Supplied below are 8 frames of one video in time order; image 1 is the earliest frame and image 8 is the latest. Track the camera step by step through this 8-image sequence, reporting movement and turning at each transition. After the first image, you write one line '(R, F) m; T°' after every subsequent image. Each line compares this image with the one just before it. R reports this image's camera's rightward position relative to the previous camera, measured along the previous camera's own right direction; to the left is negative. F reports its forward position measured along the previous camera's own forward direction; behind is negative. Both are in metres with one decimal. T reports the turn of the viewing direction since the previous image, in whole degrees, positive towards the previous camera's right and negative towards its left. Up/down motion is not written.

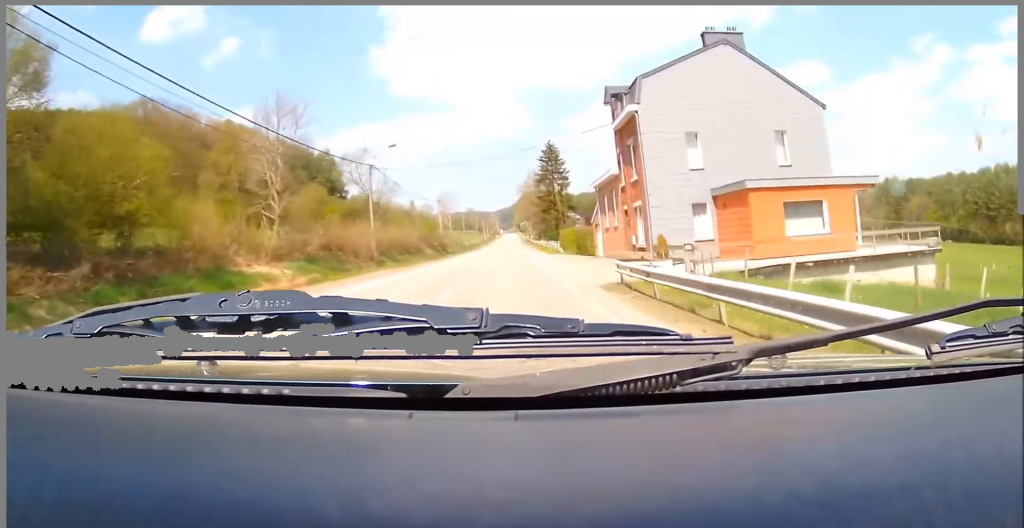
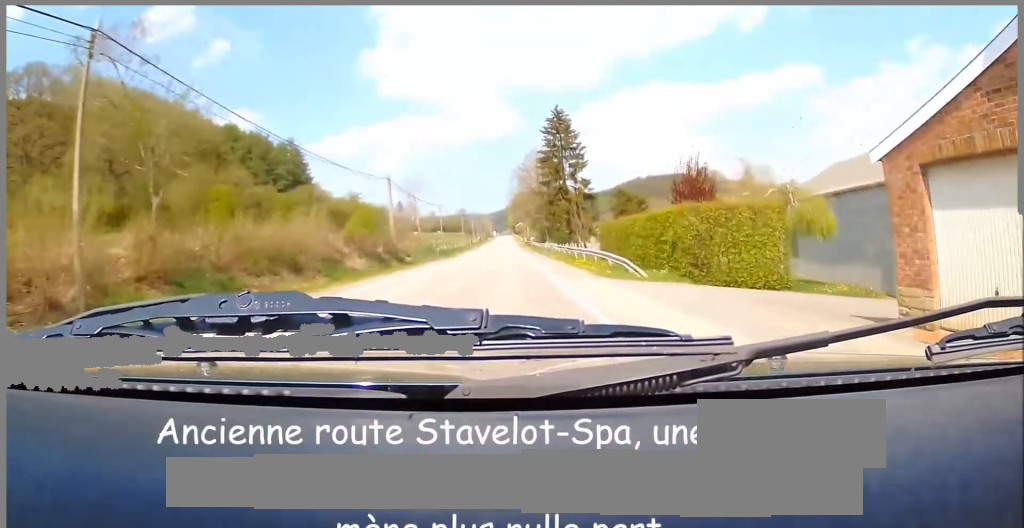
(+1.2, +36.7) m; +2°
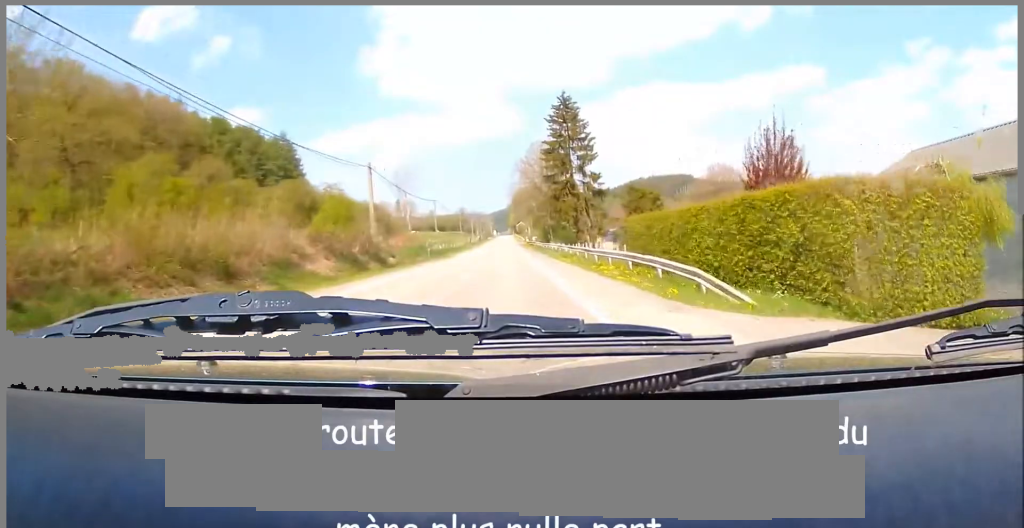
(0.0, +9.2) m; 0°
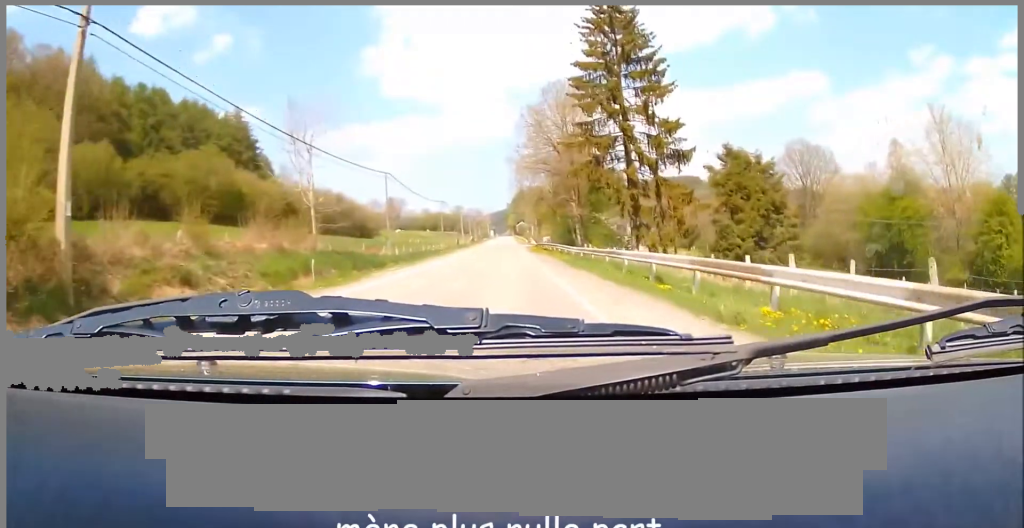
(+0.4, +38.3) m; 0°
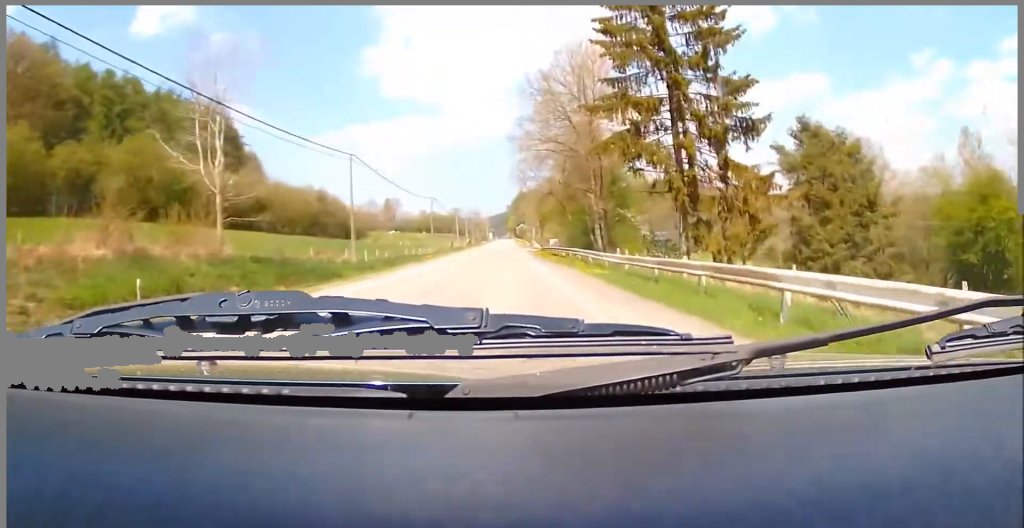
(0.0, +13.1) m; -1°
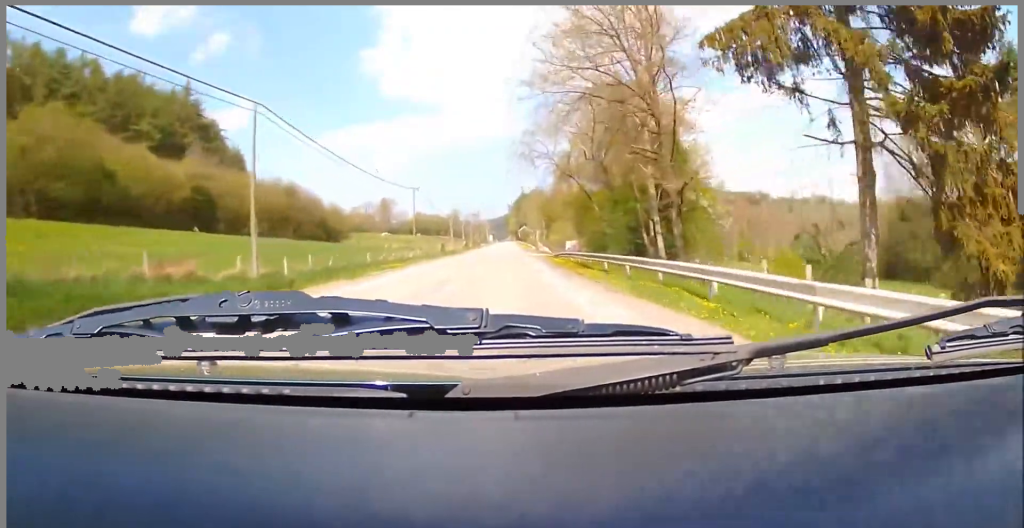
(-0.5, +17.6) m; -1°
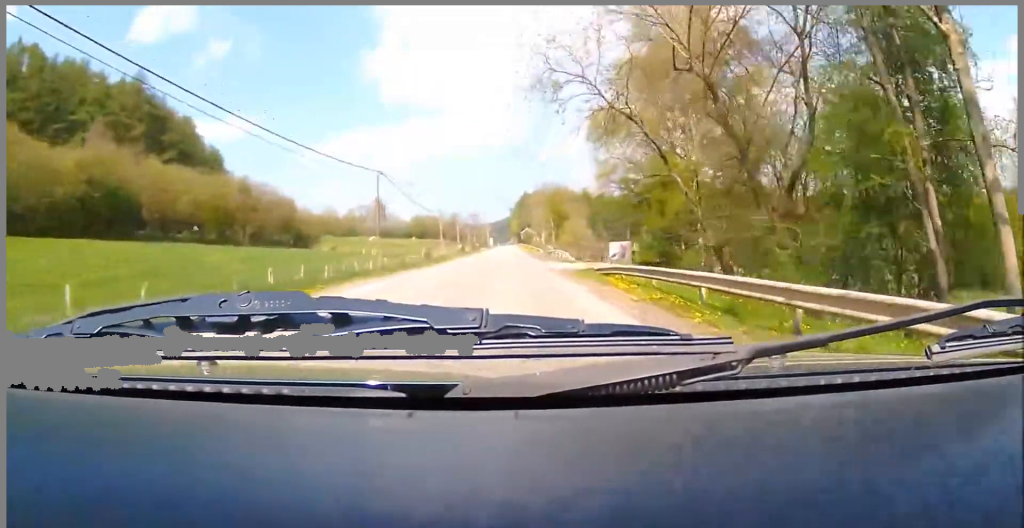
(+0.2, +20.2) m; +1°
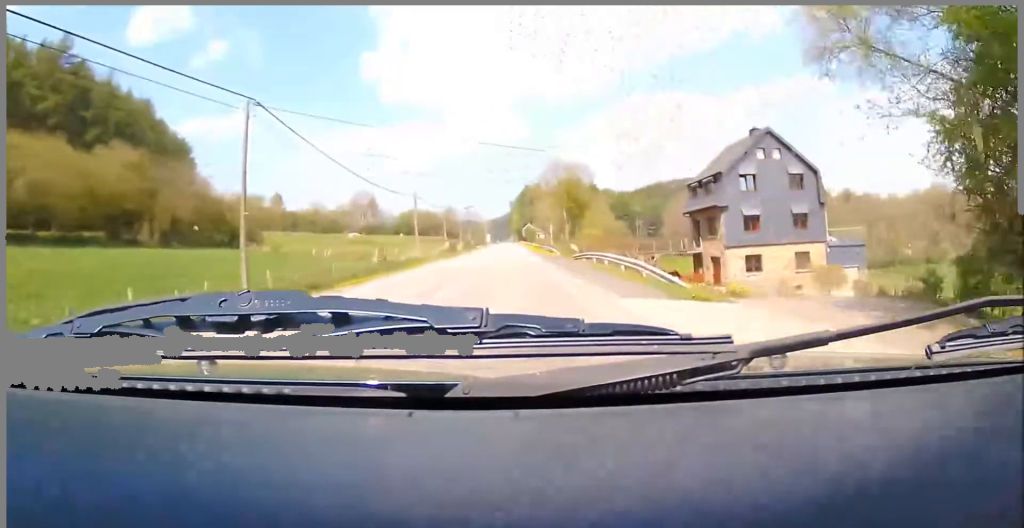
(+0.2, +26.0) m; 0°
